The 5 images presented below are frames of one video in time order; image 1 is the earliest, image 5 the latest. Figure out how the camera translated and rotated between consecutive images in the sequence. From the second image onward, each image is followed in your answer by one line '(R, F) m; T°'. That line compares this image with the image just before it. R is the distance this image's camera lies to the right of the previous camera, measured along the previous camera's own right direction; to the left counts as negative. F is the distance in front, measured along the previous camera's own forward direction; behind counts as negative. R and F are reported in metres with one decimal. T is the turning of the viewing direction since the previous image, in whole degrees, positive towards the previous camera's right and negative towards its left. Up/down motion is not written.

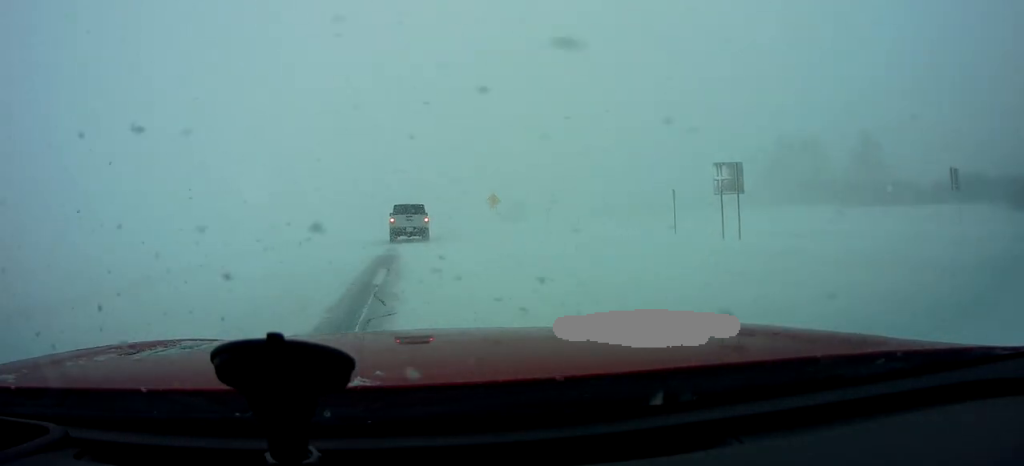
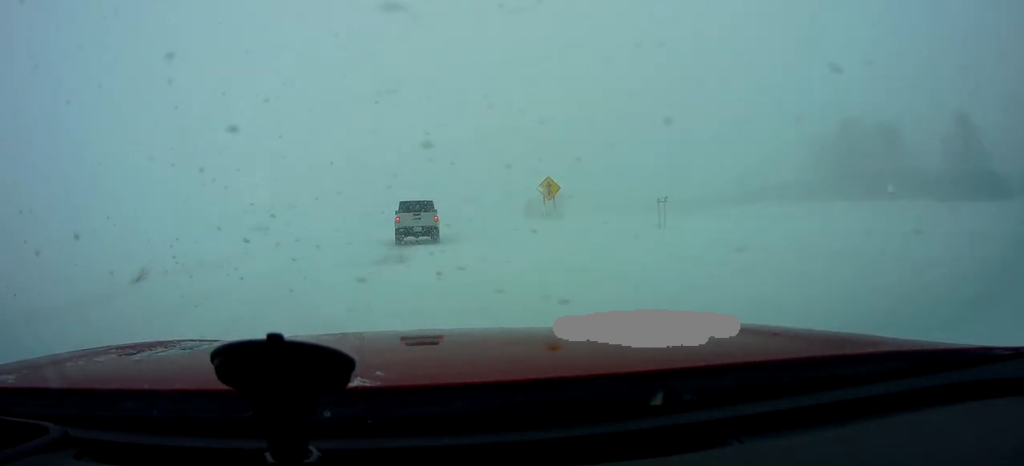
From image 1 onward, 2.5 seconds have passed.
(-0.5, +22.7) m; -1°
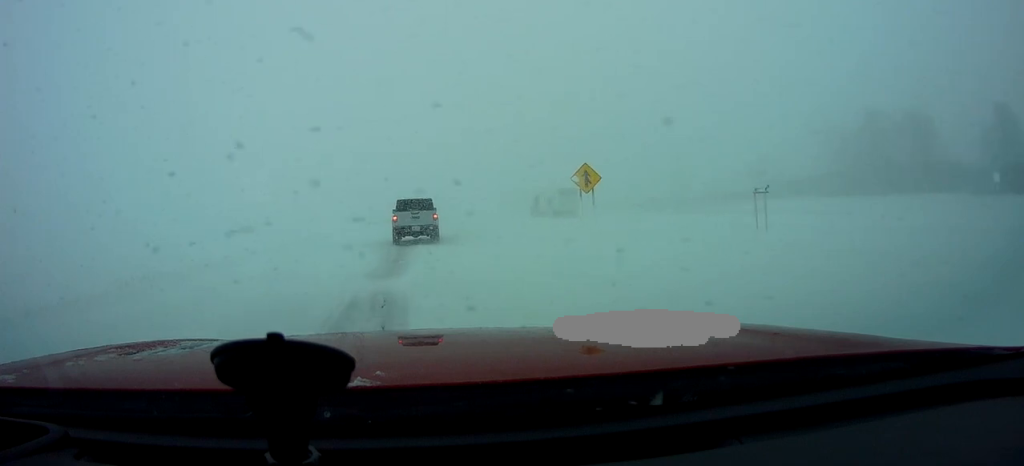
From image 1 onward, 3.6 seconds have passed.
(-0.1, +9.2) m; +2°
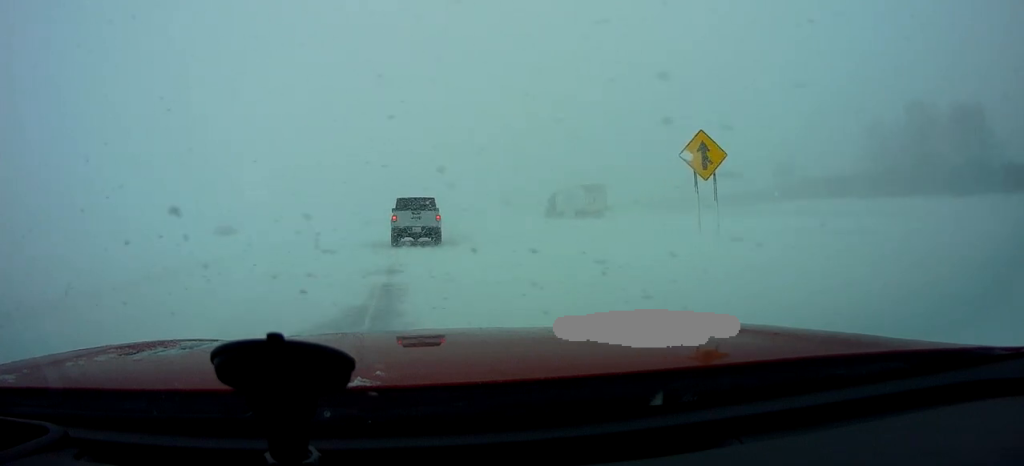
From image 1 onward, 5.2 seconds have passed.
(+0.4, +13.1) m; -1°
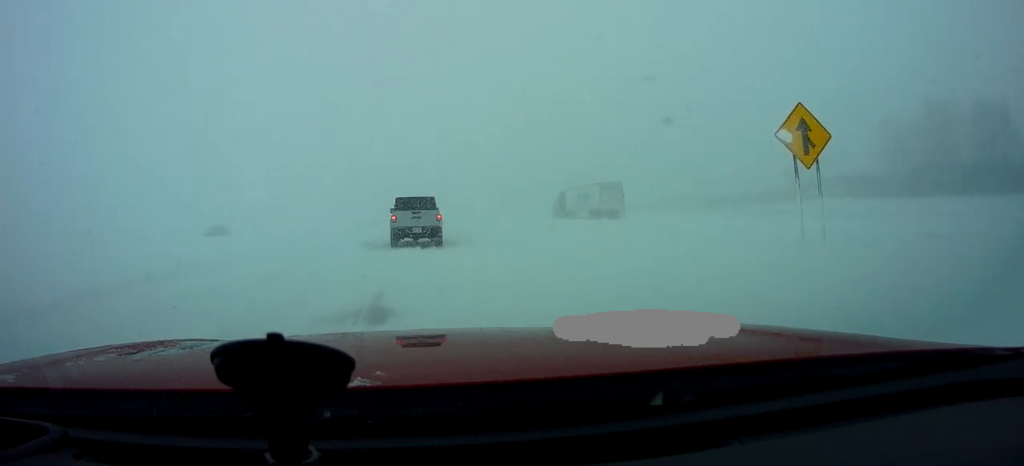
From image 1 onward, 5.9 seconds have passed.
(-0.3, +5.4) m; -3°
